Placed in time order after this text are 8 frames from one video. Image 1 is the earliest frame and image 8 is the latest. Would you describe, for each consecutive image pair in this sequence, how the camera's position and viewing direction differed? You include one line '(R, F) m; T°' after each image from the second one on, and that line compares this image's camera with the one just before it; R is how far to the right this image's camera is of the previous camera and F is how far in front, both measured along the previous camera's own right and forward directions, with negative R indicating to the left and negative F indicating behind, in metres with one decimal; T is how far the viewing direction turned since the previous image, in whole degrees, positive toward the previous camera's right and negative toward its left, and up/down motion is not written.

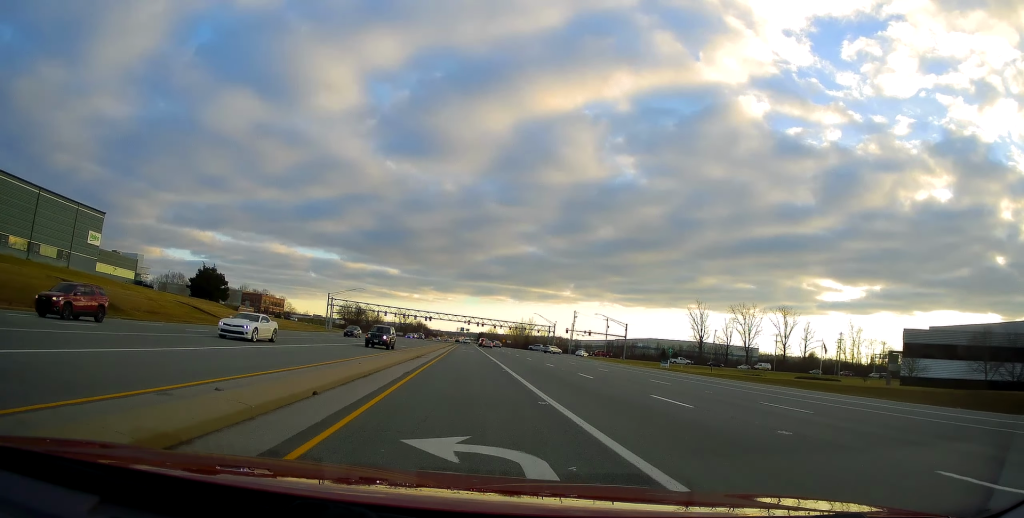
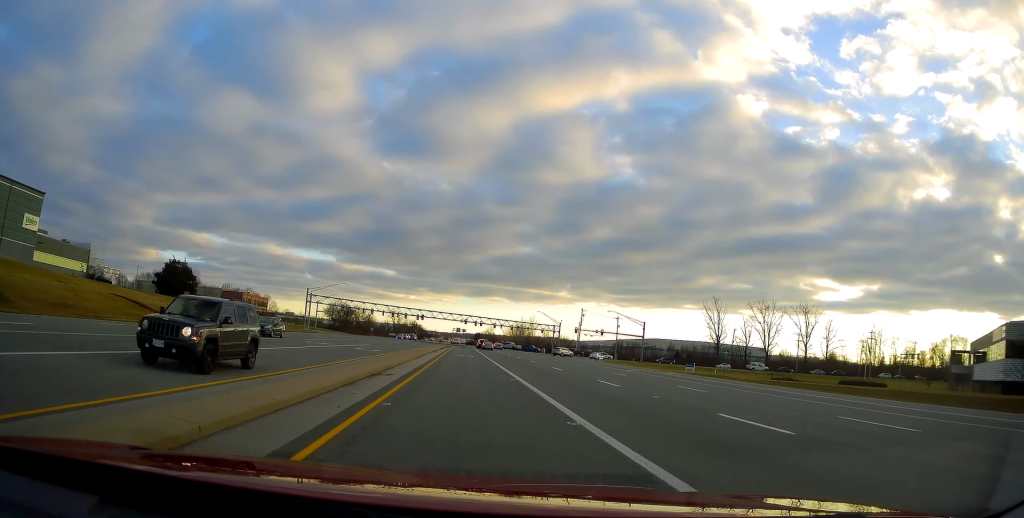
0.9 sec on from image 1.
(0.0, +16.8) m; +1°
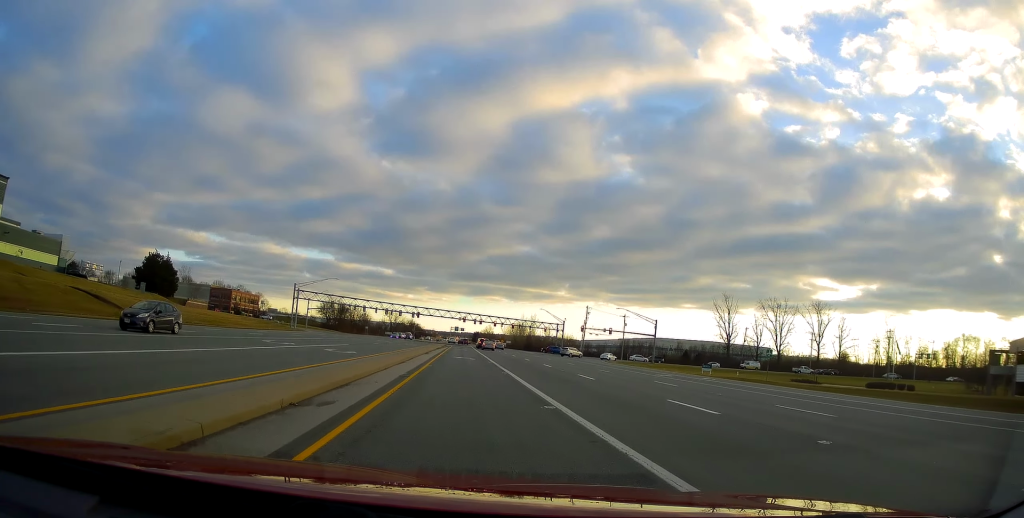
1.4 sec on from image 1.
(-0.3, +8.8) m; +1°
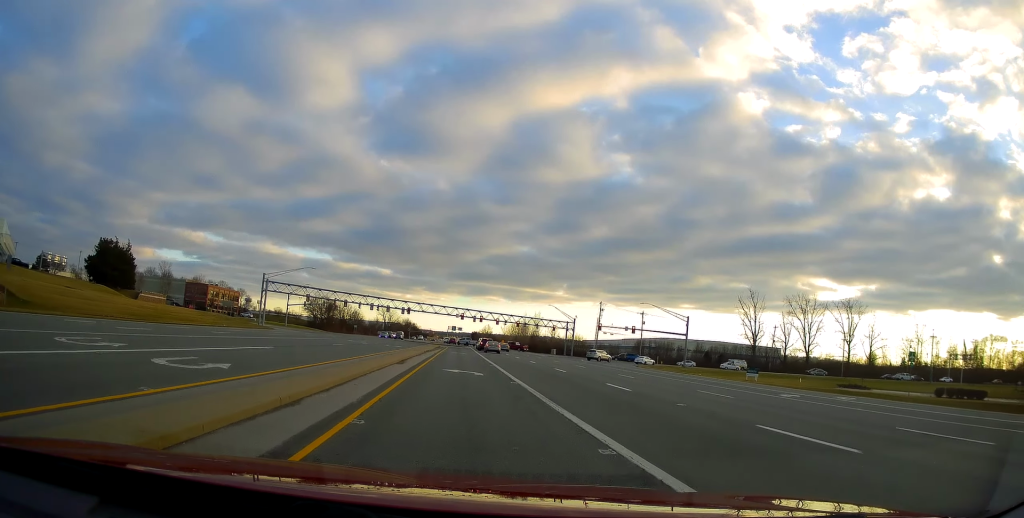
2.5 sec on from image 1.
(+0.8, +18.0) m; +1°
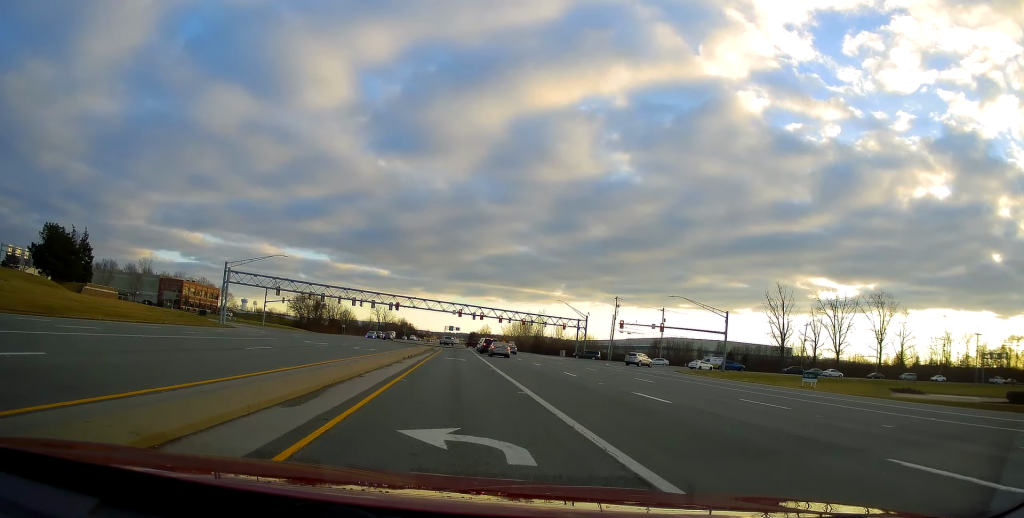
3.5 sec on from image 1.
(-0.3, +16.4) m; +1°
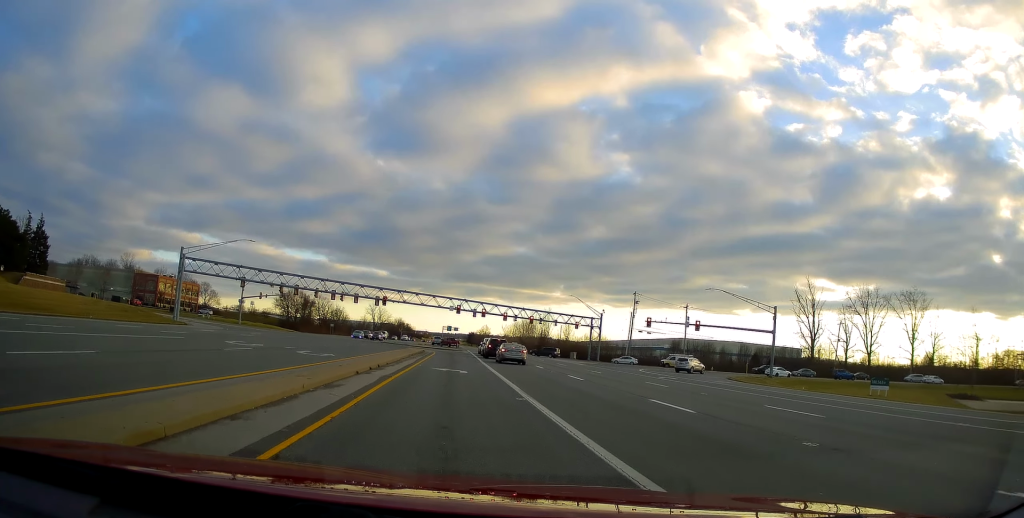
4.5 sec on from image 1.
(+0.5, +14.7) m; +2°
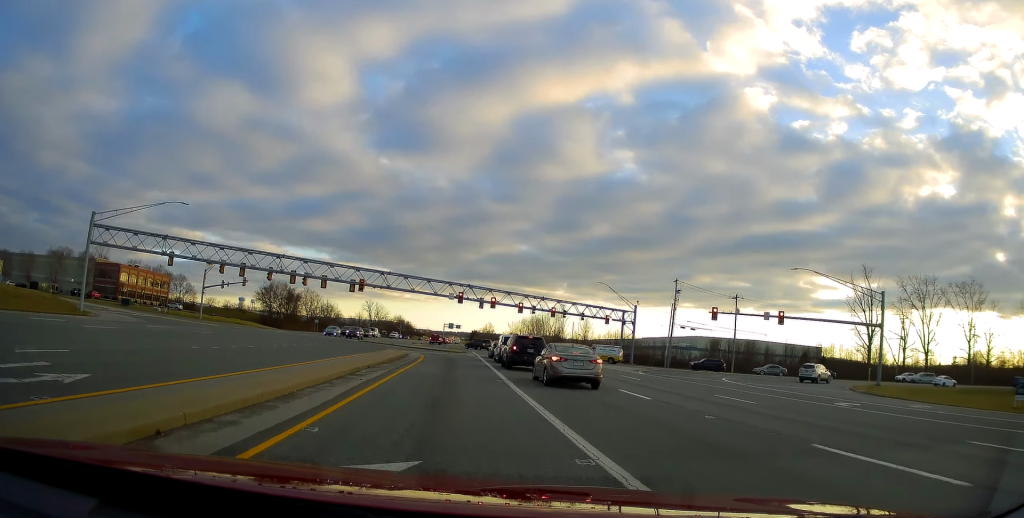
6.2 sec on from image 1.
(-0.3, +20.9) m; -4°
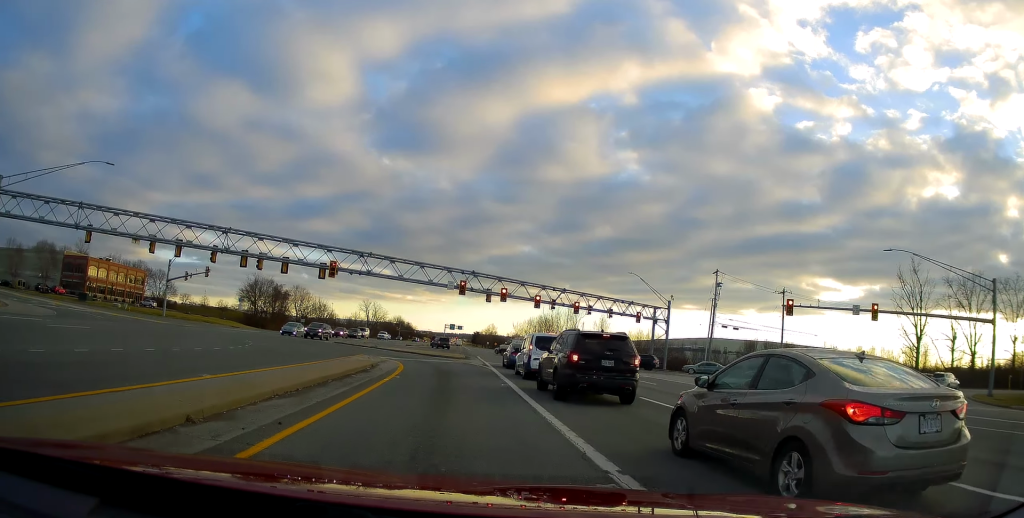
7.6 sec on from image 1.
(-0.3, +14.8) m; +2°
